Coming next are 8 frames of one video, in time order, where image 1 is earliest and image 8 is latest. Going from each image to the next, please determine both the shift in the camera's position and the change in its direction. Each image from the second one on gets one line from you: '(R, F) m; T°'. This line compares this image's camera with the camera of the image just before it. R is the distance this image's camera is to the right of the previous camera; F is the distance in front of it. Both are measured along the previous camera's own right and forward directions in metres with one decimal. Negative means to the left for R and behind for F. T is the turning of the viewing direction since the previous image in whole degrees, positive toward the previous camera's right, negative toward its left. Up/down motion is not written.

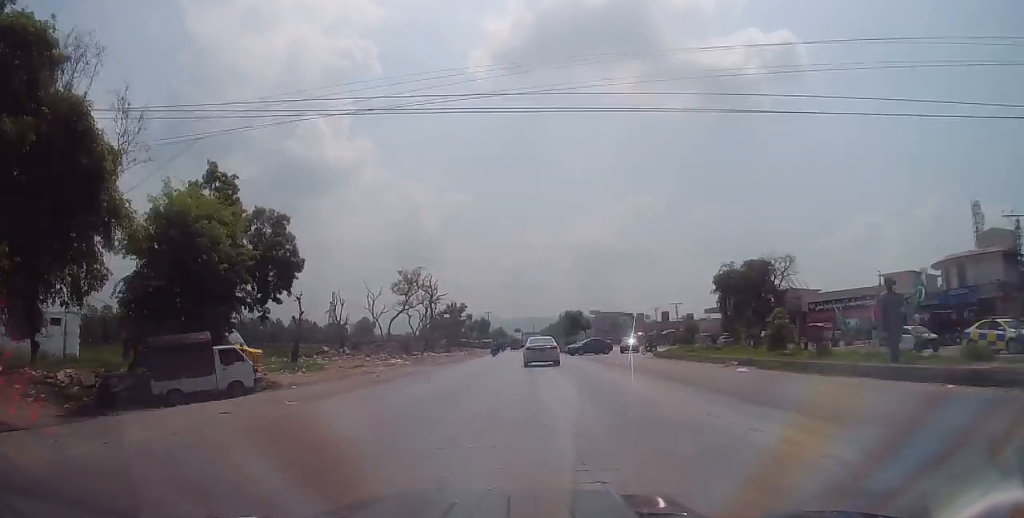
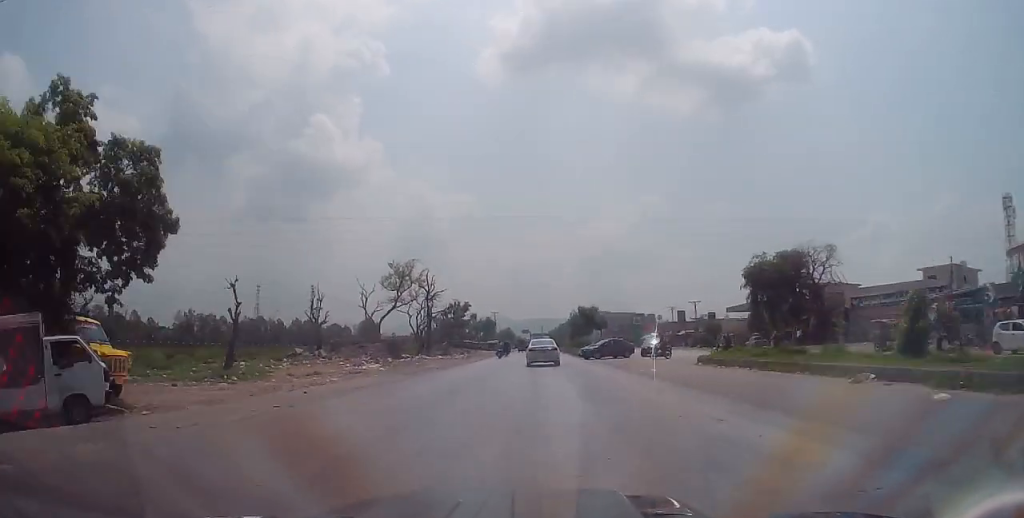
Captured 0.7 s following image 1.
(+0.1, +9.0) m; -1°
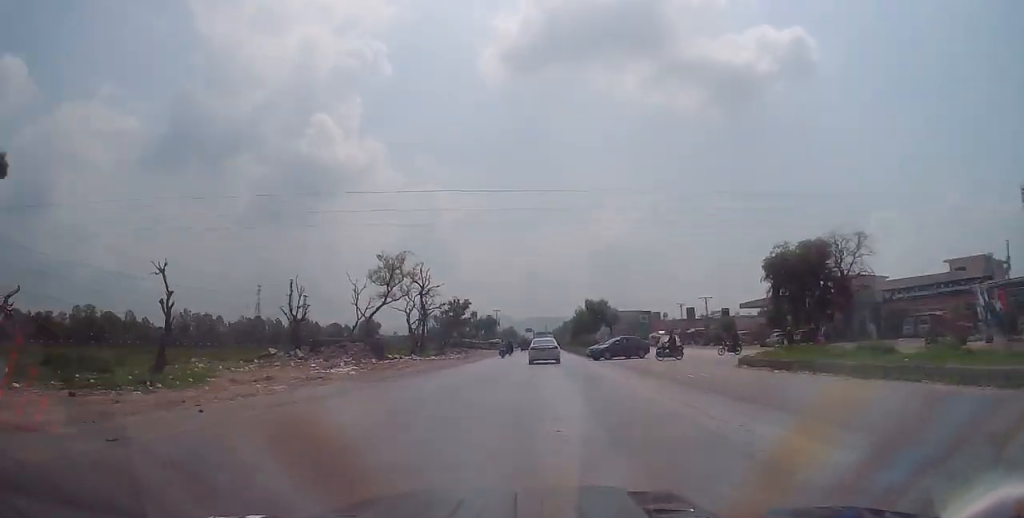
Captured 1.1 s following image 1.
(0.0, +5.9) m; -1°
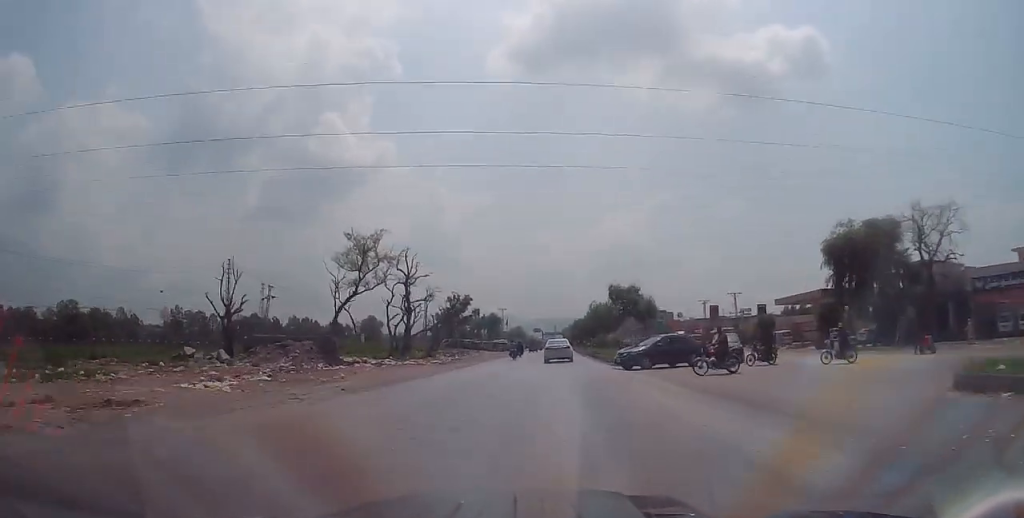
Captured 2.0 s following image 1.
(-0.3, +13.0) m; -1°
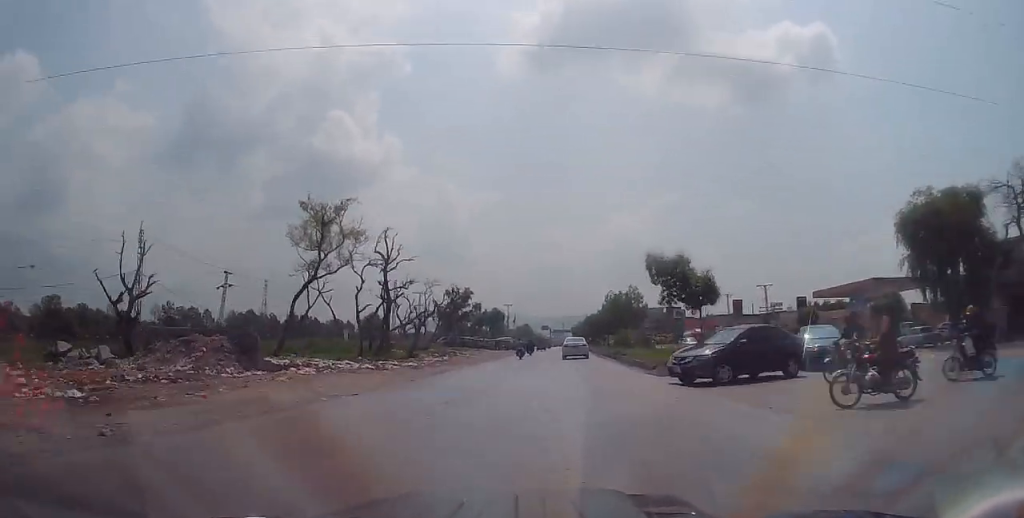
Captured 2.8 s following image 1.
(0.0, +11.3) m; 0°
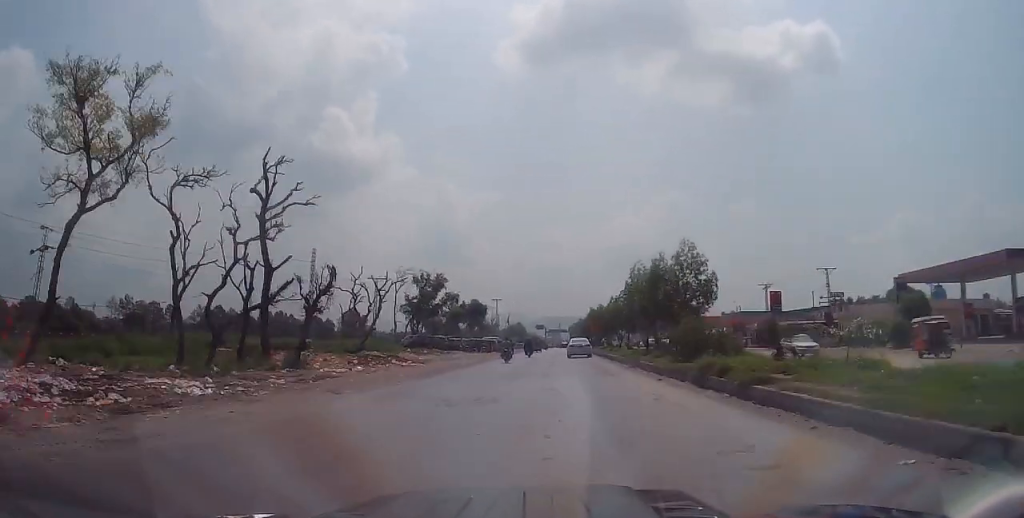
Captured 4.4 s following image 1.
(+0.3, +23.1) m; 0°
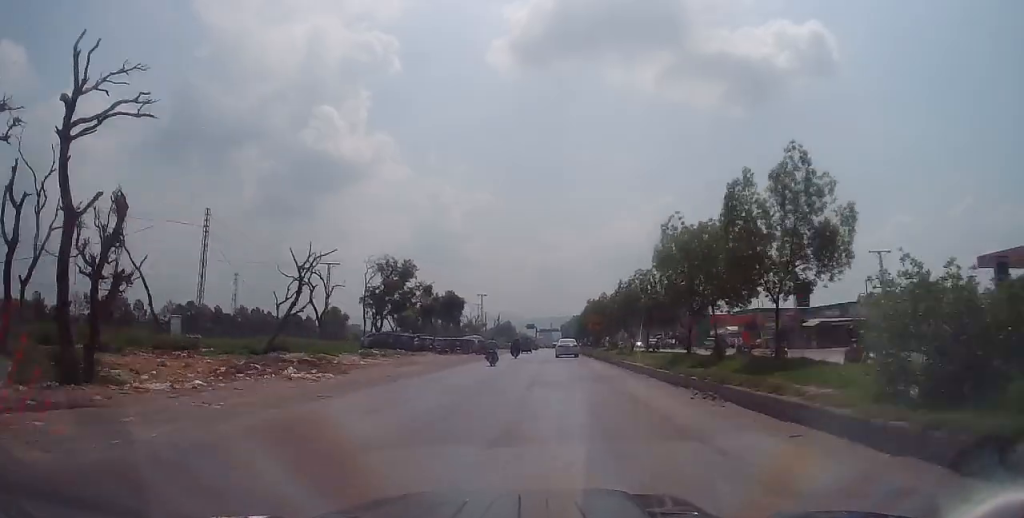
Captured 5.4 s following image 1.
(-0.1, +14.0) m; 0°
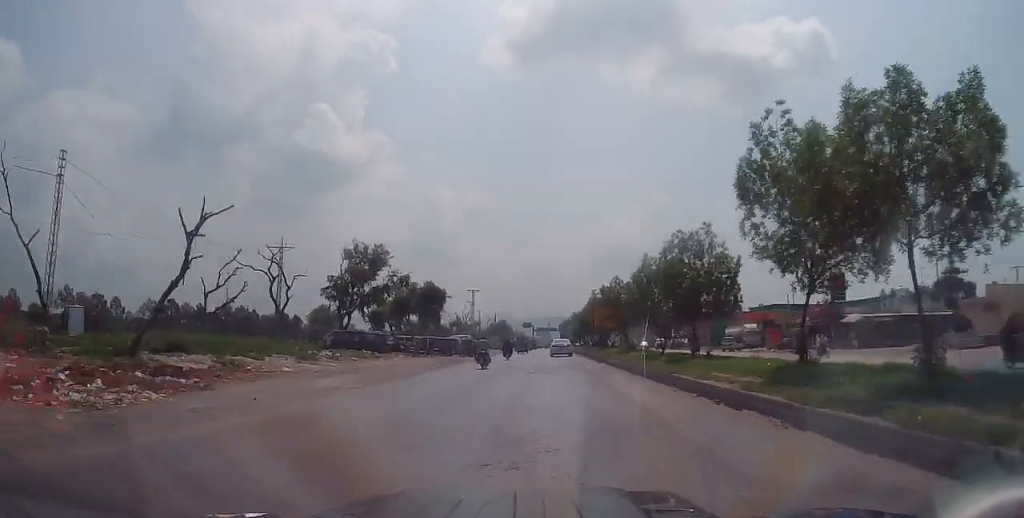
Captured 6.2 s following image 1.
(0.0, +11.3) m; 0°
